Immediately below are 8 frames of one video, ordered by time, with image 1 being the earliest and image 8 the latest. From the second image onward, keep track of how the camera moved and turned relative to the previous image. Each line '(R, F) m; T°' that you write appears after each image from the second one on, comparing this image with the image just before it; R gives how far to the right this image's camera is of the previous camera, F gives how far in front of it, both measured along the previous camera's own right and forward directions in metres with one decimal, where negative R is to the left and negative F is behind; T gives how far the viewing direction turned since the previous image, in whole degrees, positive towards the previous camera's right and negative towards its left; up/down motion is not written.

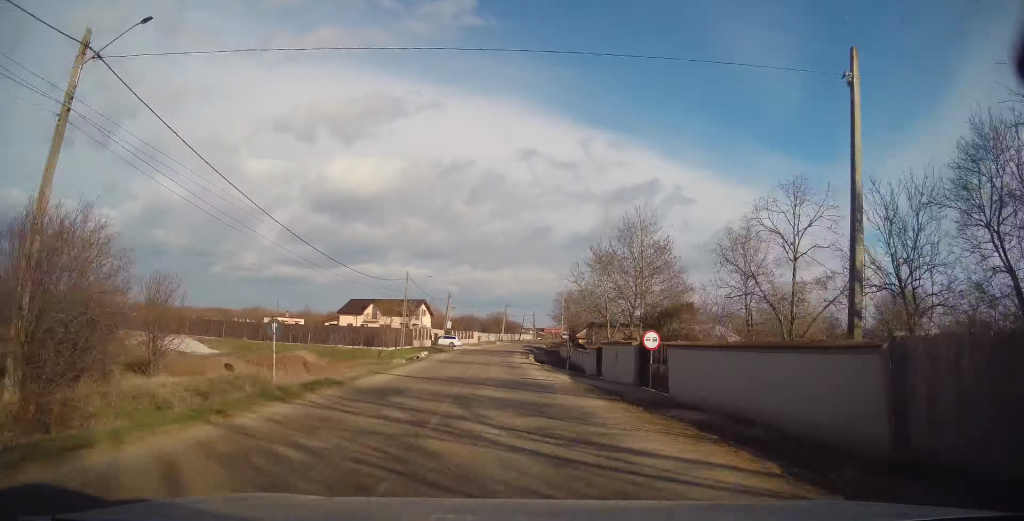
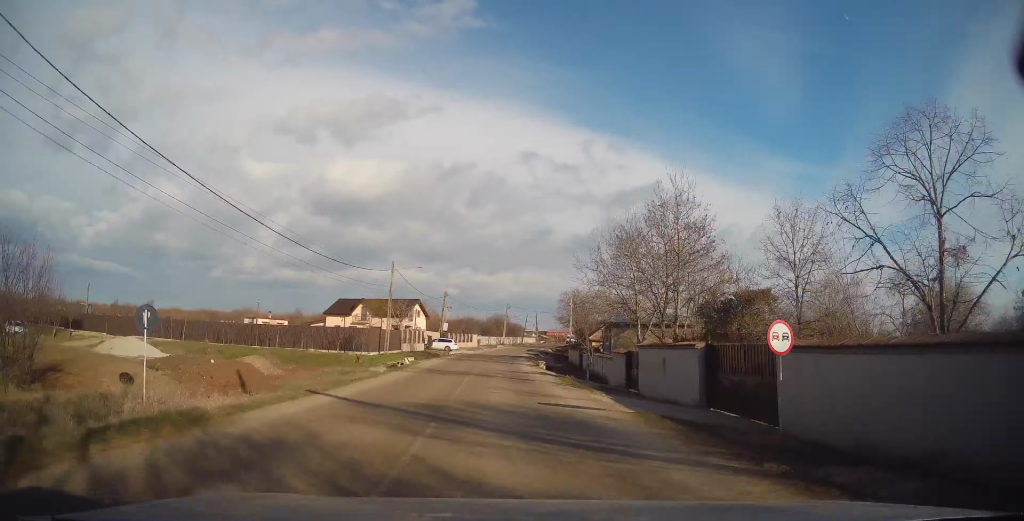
(-0.1, +7.6) m; 0°
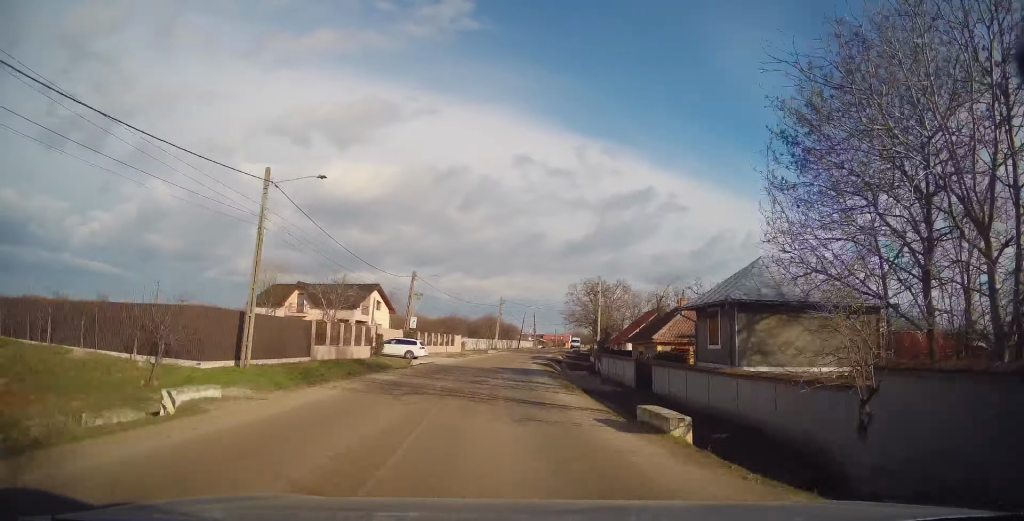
(0.0, +23.8) m; +2°
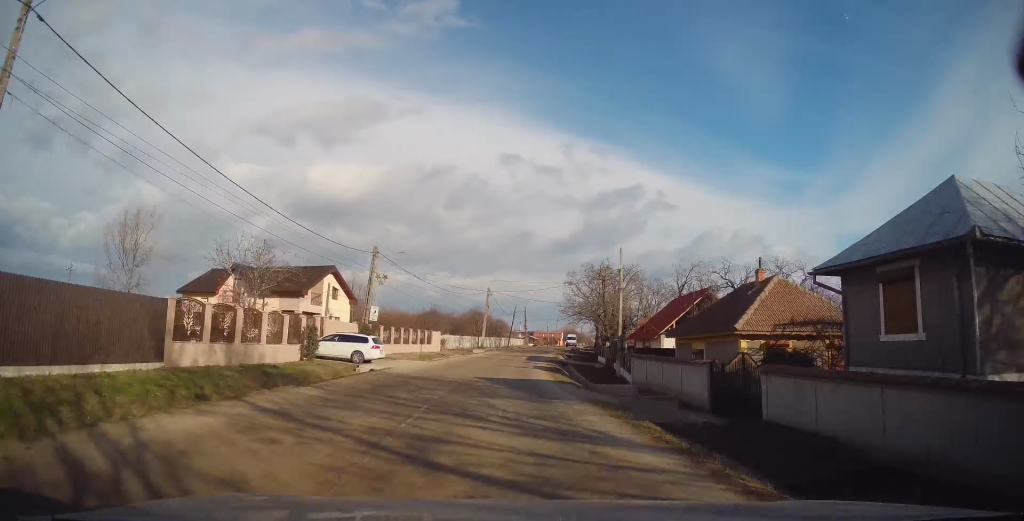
(+0.2, +11.5) m; +2°
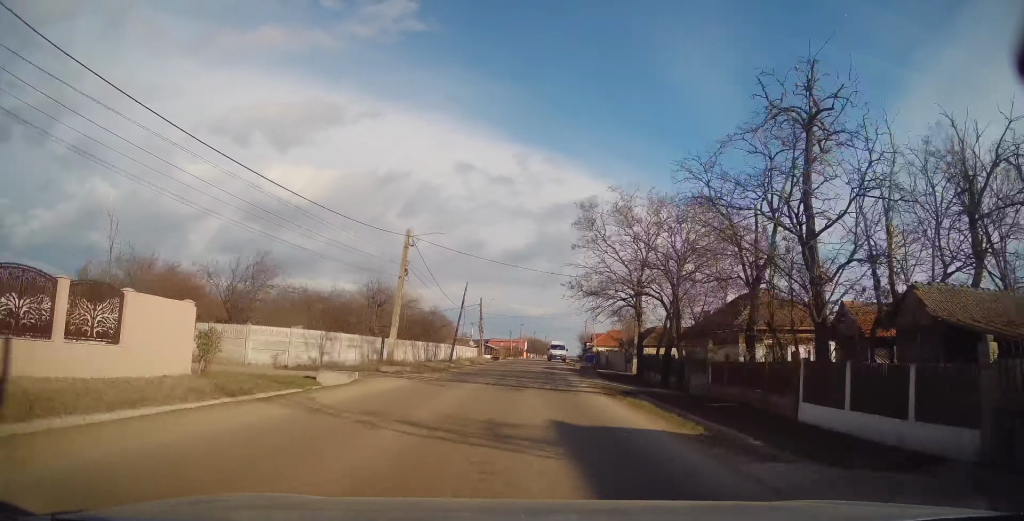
(+1.5, +41.5) m; +4°
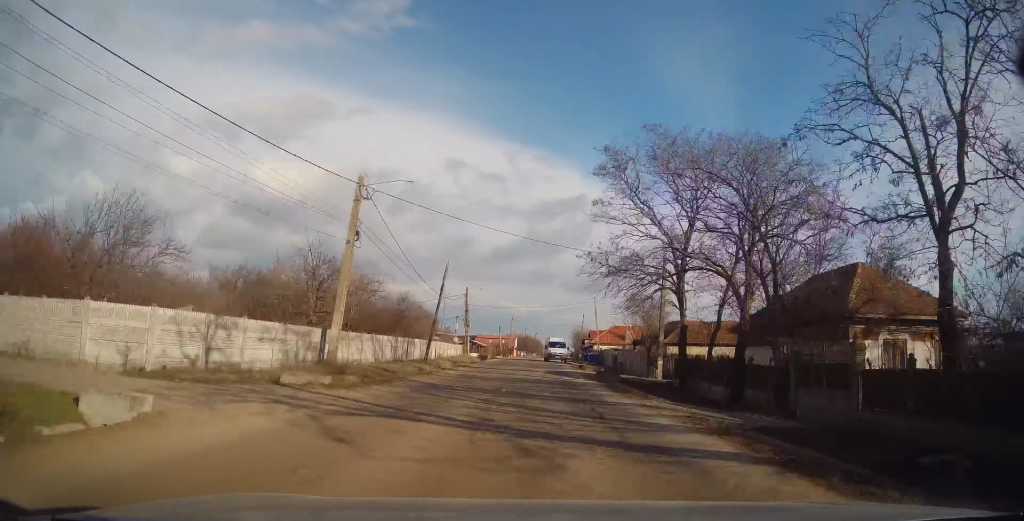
(0.0, +10.3) m; +1°
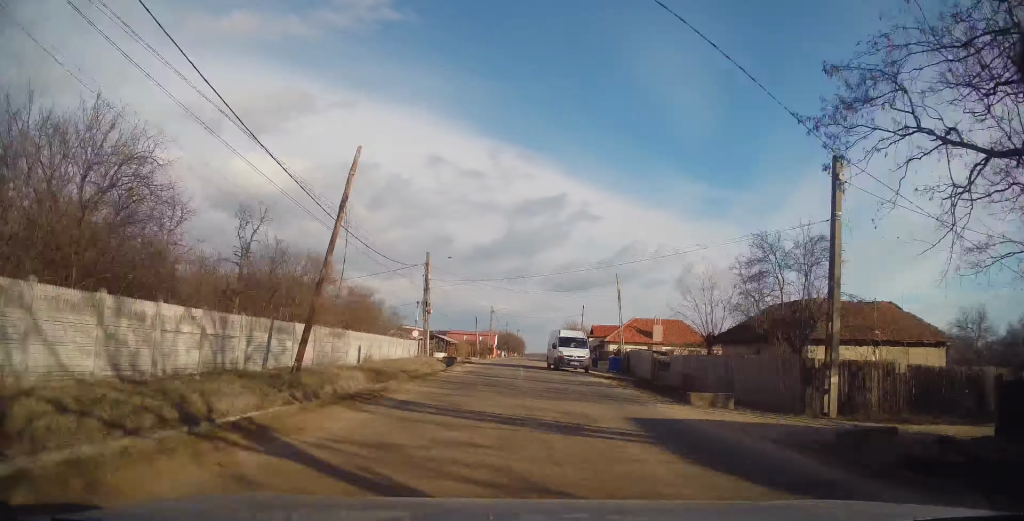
(+0.4, +21.8) m; +2°
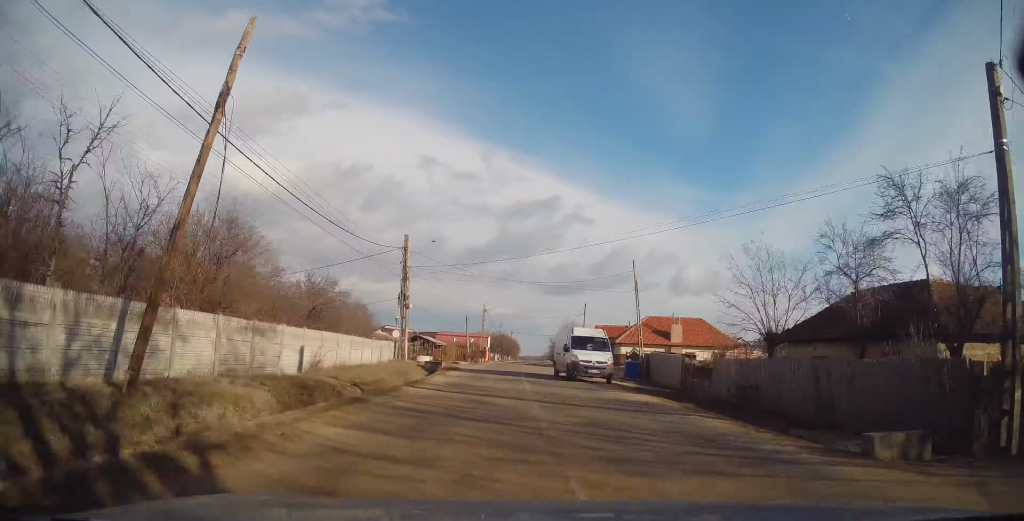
(0.0, +7.8) m; +2°
